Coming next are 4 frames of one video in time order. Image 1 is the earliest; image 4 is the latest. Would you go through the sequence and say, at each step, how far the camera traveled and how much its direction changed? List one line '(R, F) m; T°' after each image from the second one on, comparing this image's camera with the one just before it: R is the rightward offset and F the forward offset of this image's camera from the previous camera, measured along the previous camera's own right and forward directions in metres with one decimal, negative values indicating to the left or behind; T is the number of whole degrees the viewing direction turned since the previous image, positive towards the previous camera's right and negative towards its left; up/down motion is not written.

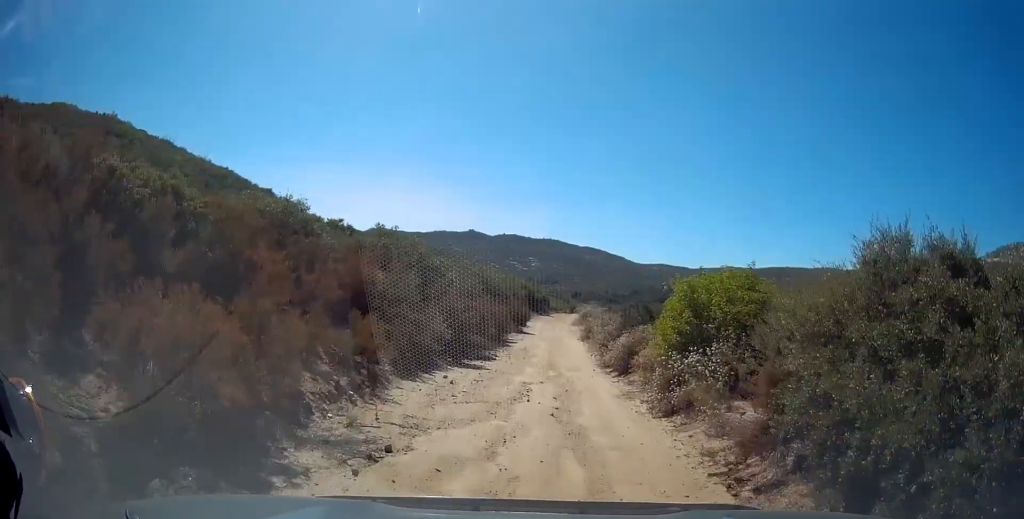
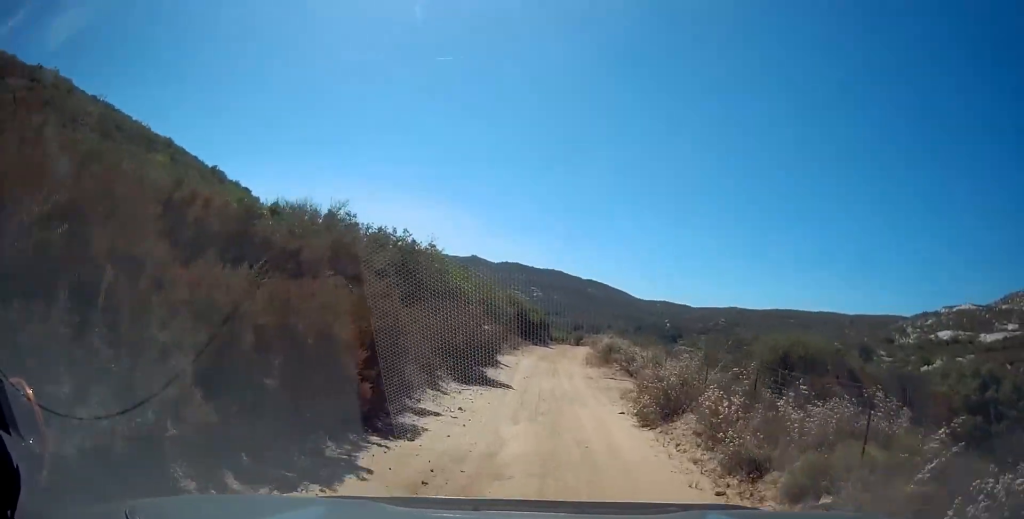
(+1.4, +23.1) m; +3°
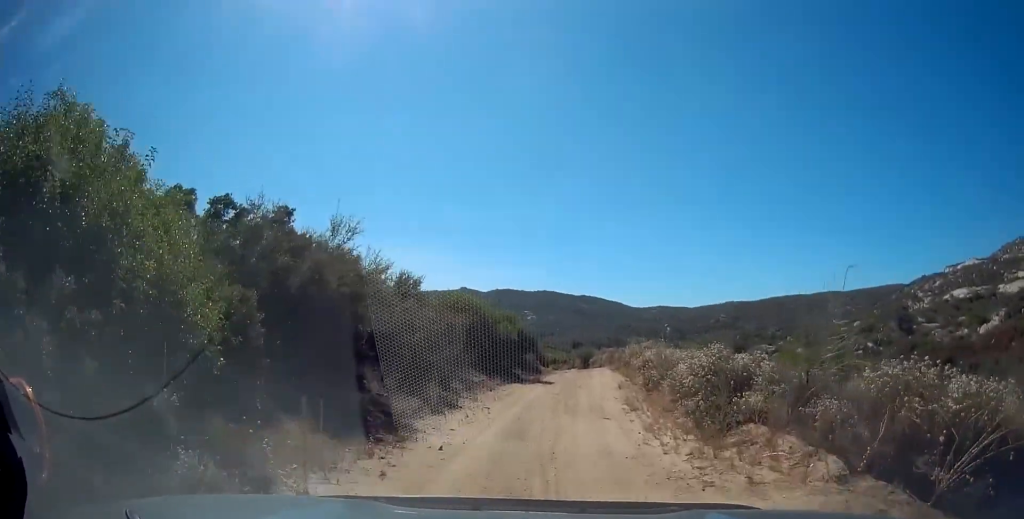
(-0.2, +22.4) m; 0°
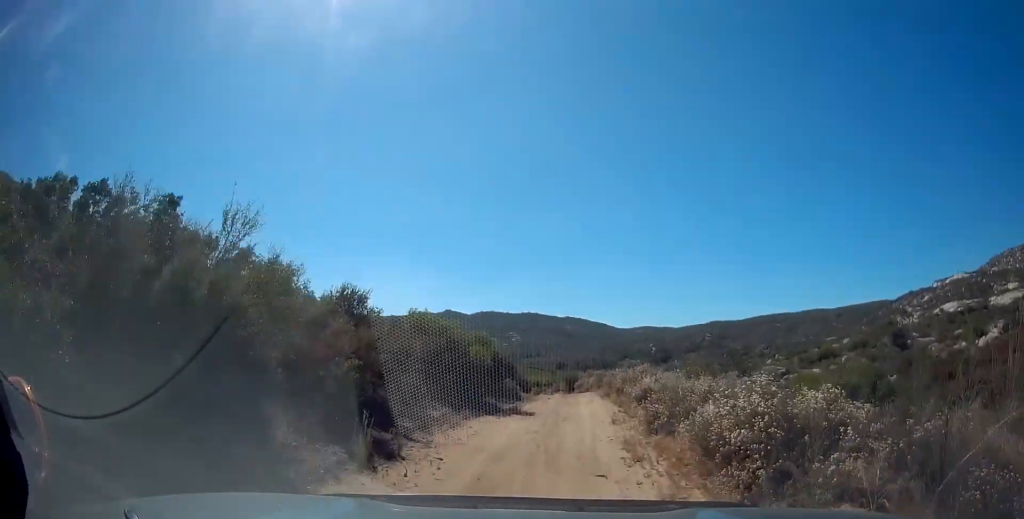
(0.0, +4.2) m; 0°
